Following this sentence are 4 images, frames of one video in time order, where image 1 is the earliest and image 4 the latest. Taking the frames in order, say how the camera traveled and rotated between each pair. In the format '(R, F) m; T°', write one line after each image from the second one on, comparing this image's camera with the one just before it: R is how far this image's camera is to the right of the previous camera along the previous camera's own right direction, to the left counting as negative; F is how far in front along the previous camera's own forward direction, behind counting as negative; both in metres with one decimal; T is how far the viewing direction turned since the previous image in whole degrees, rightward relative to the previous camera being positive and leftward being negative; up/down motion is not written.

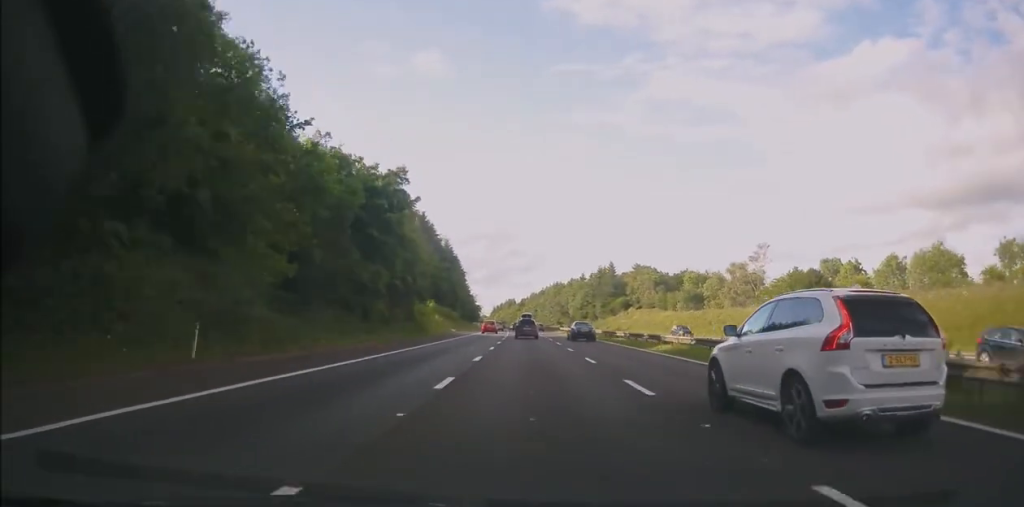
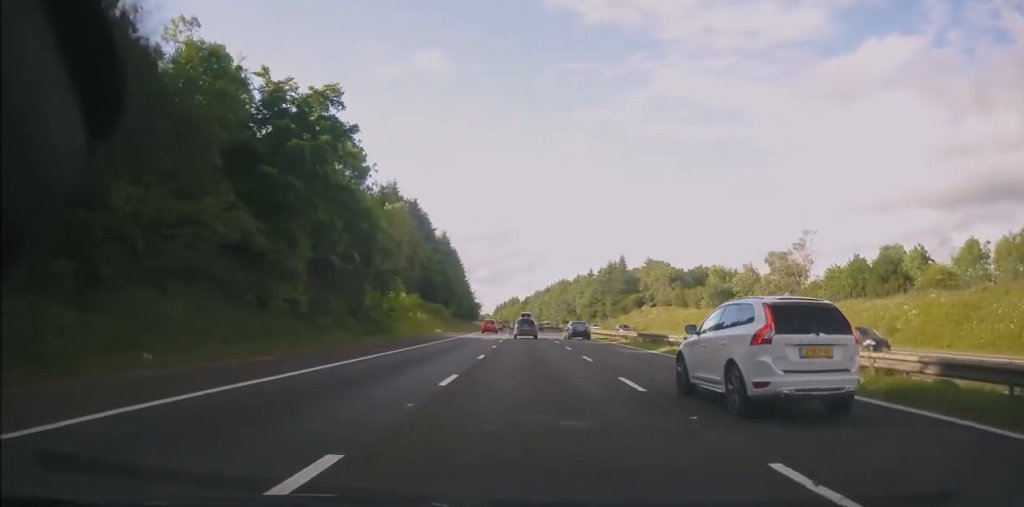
(0.0, +16.7) m; -1°
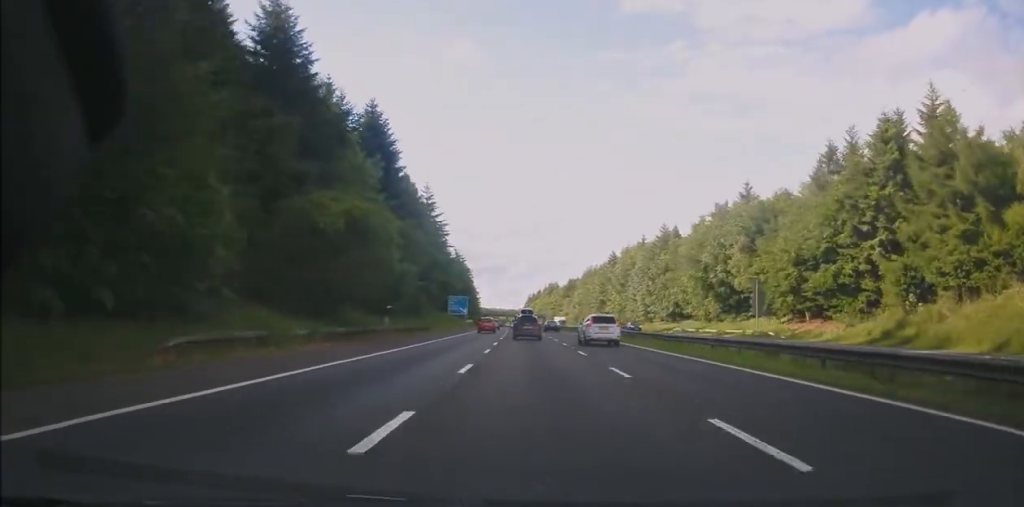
(-4.7, +148.3) m; -4°
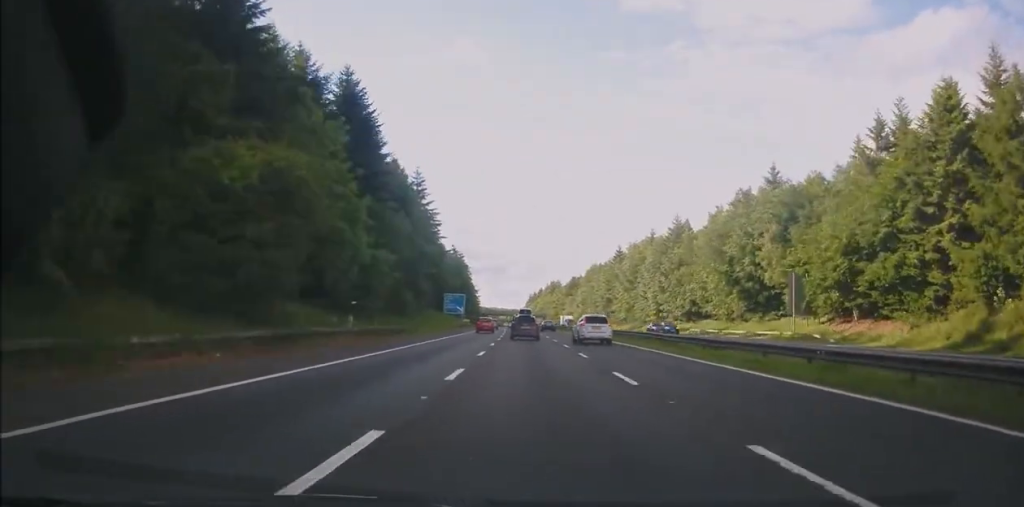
(-0.2, +10.4) m; 0°
